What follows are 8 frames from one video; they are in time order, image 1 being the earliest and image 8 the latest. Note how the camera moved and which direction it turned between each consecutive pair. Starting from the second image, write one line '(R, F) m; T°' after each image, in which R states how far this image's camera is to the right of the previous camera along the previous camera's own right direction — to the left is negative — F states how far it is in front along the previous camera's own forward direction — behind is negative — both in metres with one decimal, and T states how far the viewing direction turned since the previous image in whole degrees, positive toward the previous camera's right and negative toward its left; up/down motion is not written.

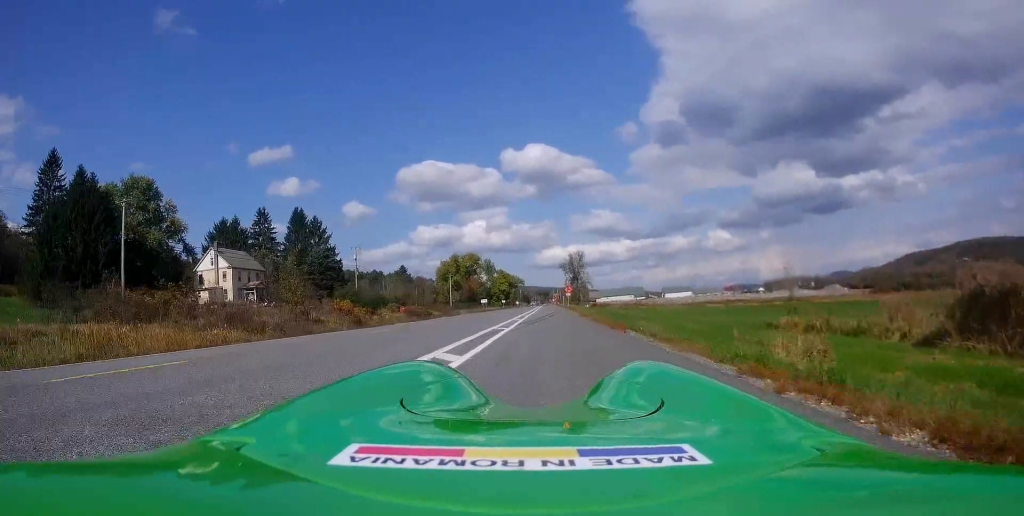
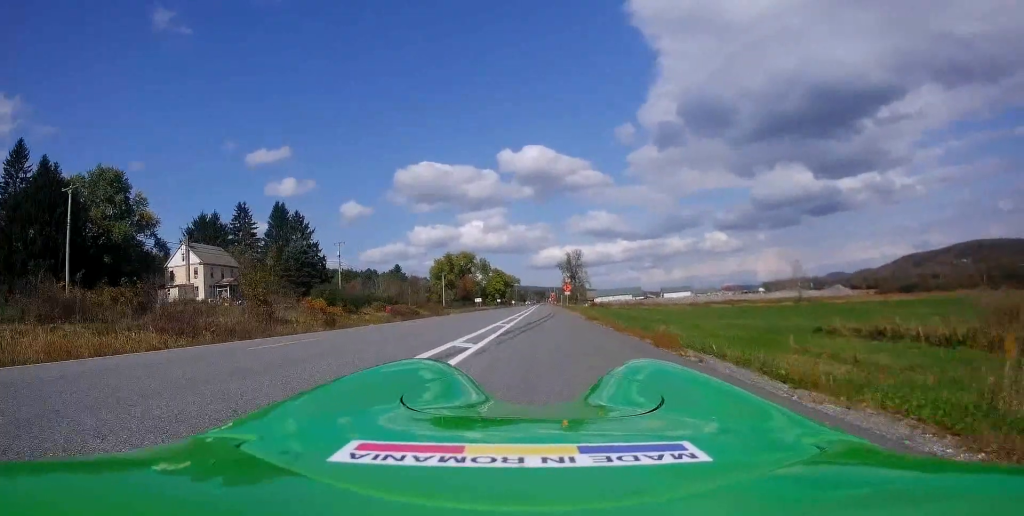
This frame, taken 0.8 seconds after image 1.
(0.0, +7.1) m; +2°
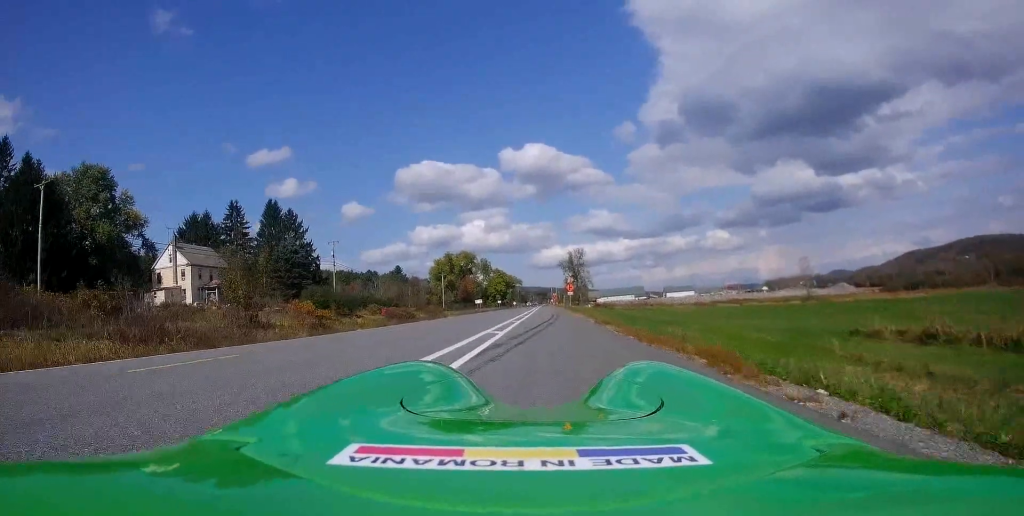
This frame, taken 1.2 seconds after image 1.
(+0.2, +3.6) m; 0°
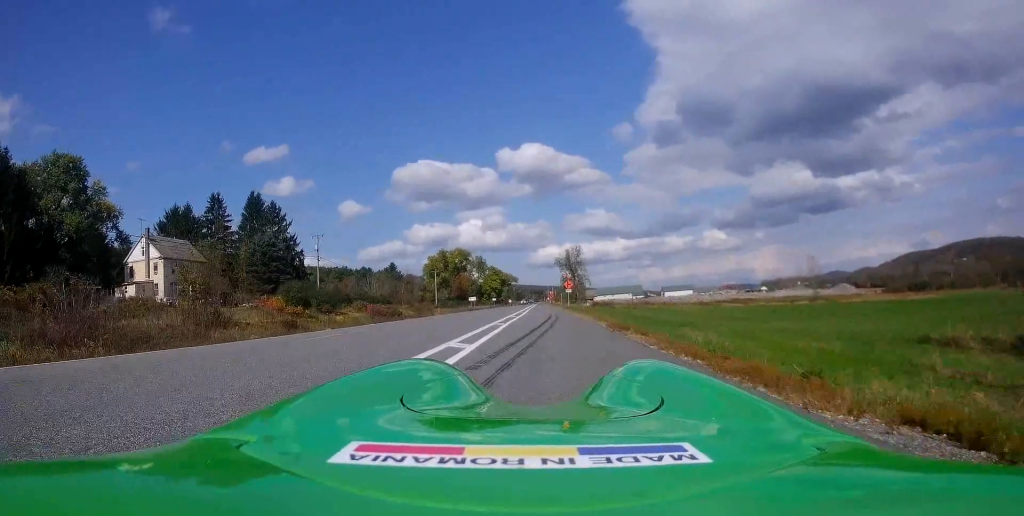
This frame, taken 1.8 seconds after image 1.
(+0.1, +5.4) m; -1°
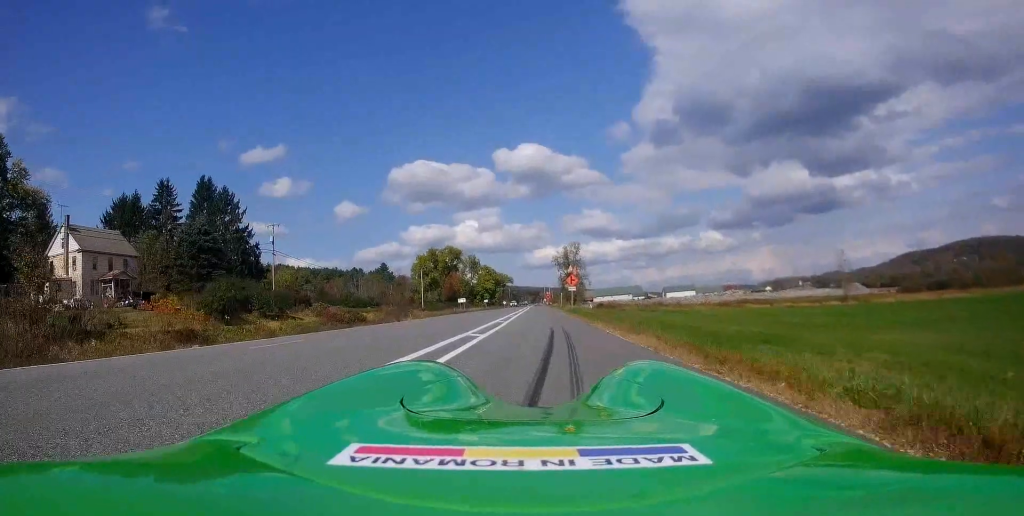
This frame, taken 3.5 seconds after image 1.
(-0.5, +14.8) m; -2°
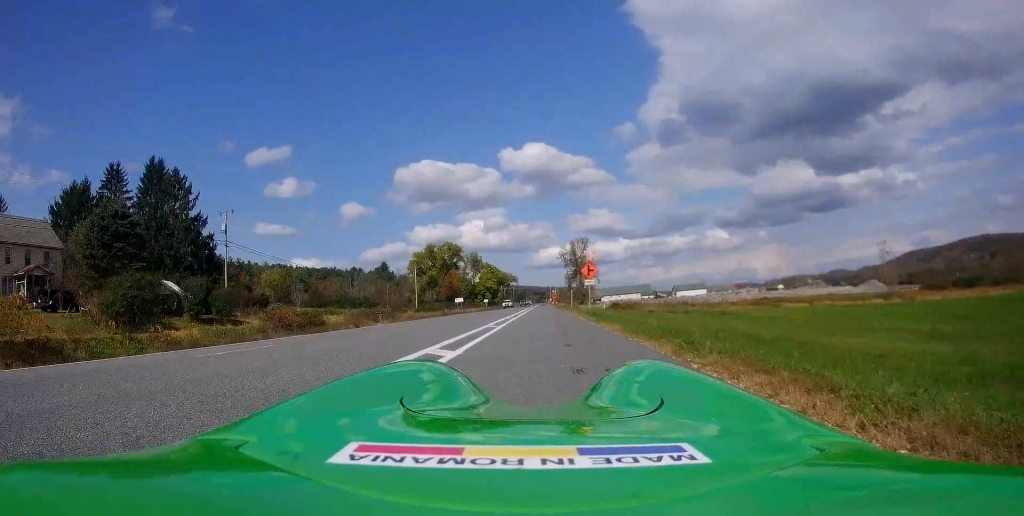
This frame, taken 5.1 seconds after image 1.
(0.0, +14.0) m; -1°
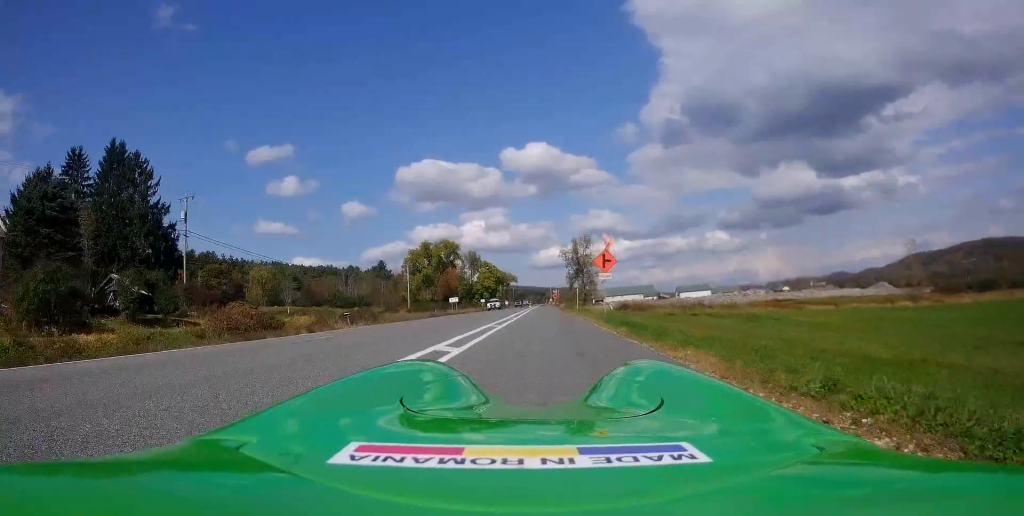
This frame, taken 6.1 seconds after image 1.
(-0.2, +8.6) m; -1°
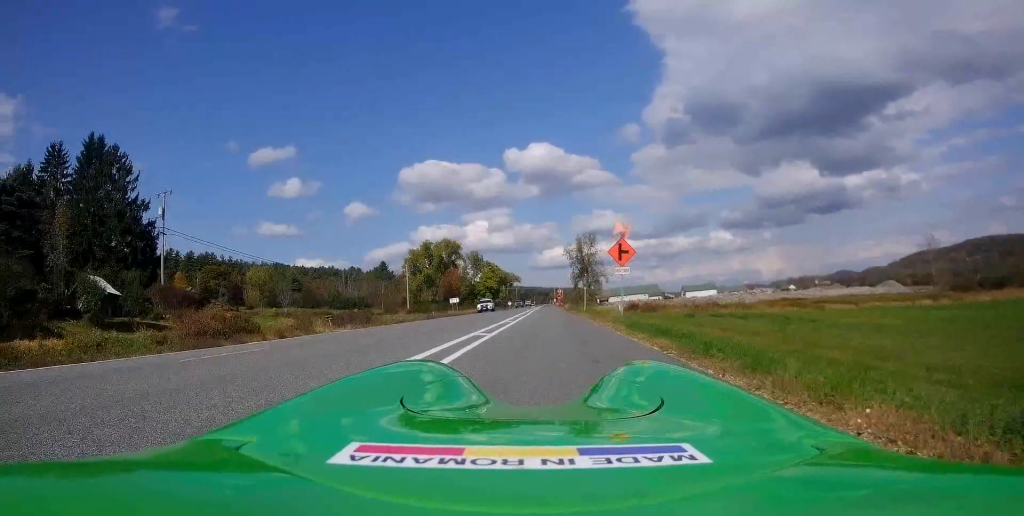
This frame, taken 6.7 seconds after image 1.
(-0.2, +4.6) m; 0°
